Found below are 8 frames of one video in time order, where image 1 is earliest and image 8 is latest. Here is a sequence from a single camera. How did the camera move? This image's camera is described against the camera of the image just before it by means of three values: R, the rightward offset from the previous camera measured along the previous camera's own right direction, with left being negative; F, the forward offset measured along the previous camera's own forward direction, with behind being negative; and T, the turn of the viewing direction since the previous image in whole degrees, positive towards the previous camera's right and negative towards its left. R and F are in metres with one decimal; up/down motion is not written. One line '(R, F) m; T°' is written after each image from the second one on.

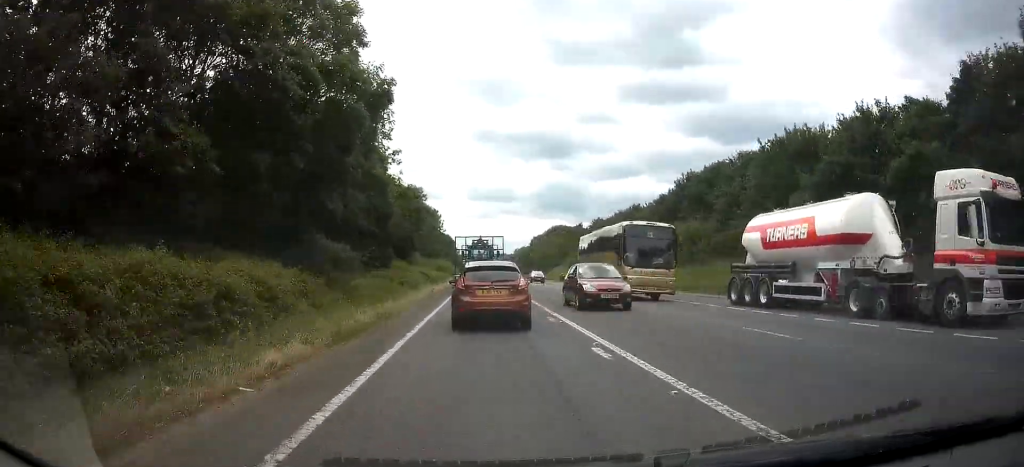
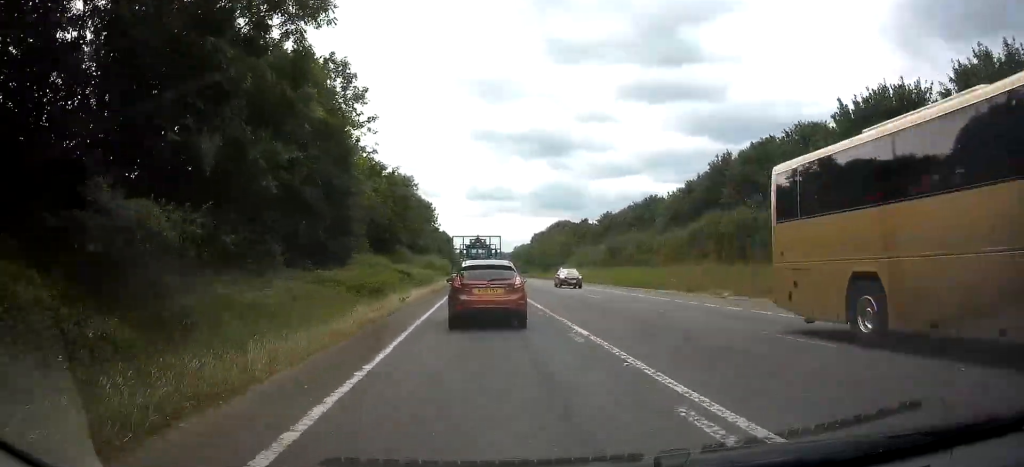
(0.0, +10.2) m; 0°
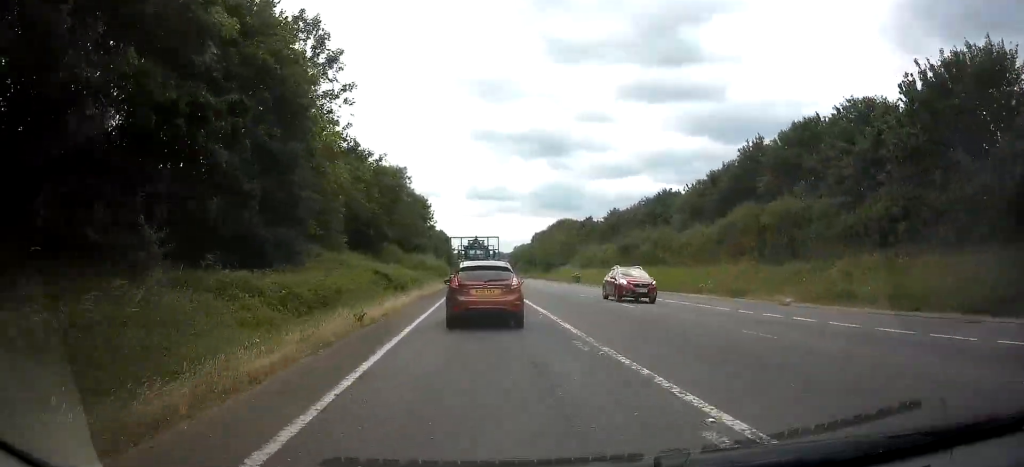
(-0.1, +6.8) m; 0°
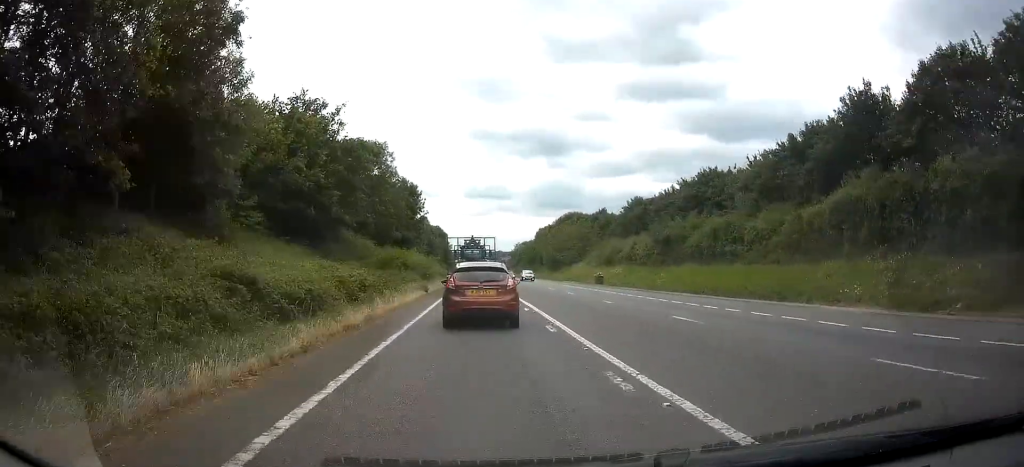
(+0.1, +15.0) m; +1°
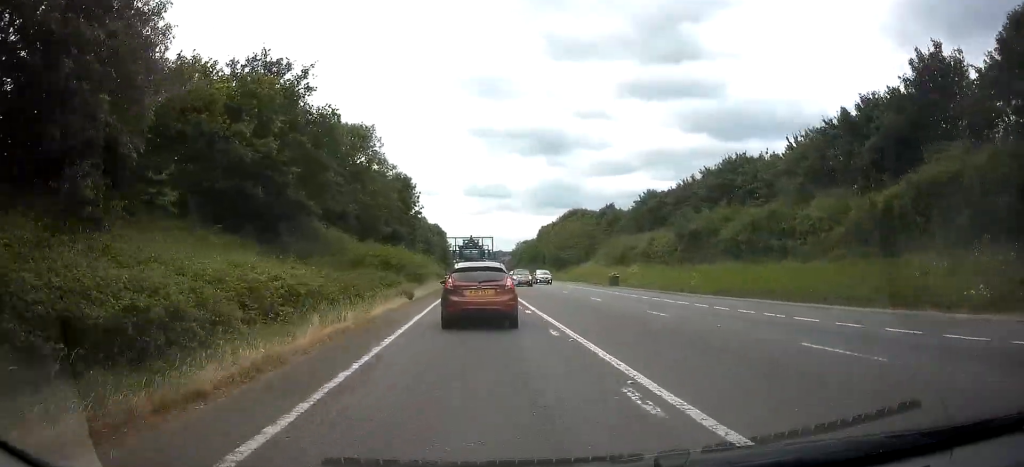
(0.0, +6.8) m; 0°
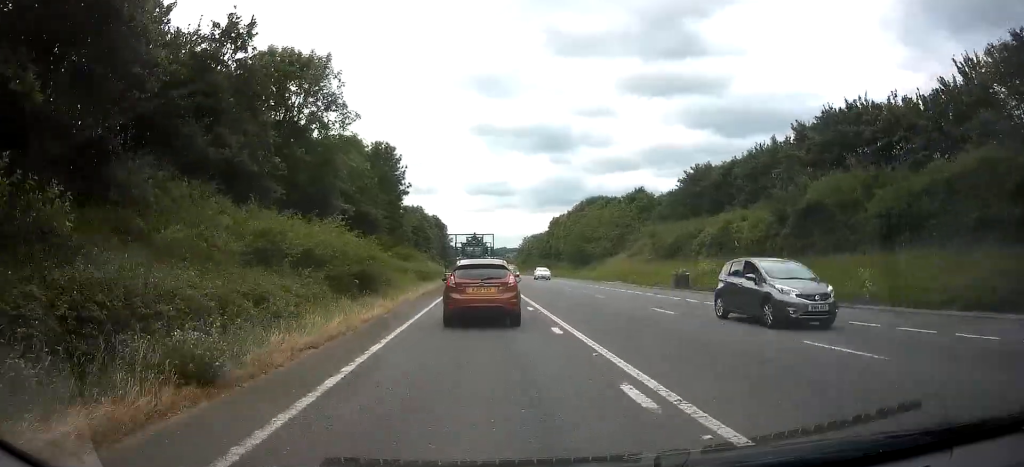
(+0.1, +17.4) m; 0°
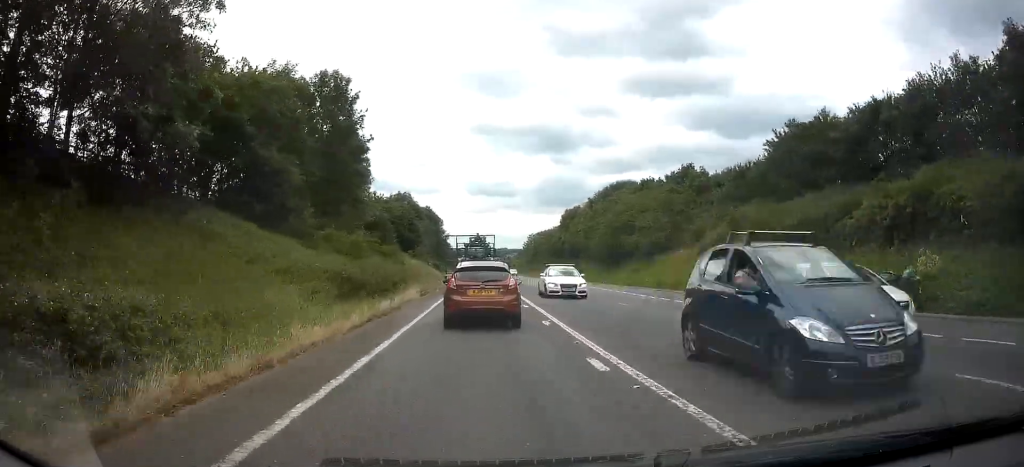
(-0.3, +21.3) m; -2°
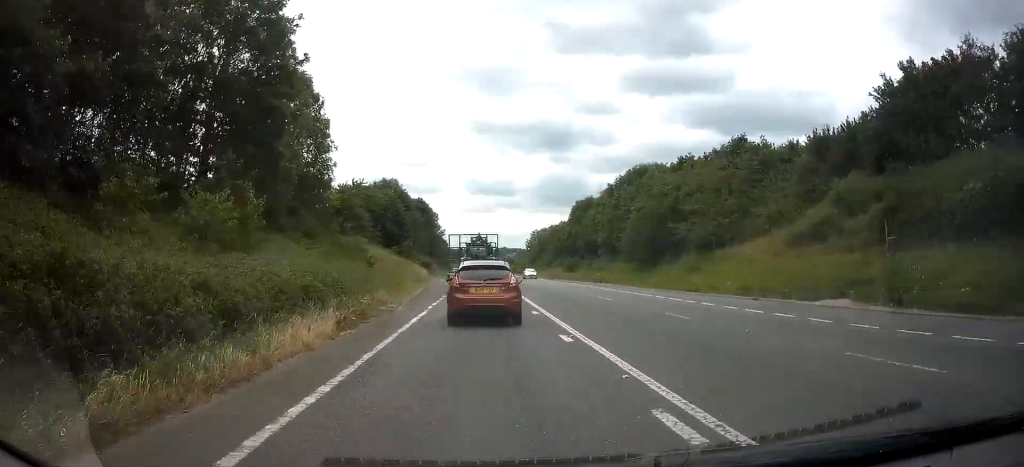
(-0.1, +15.0) m; +1°
